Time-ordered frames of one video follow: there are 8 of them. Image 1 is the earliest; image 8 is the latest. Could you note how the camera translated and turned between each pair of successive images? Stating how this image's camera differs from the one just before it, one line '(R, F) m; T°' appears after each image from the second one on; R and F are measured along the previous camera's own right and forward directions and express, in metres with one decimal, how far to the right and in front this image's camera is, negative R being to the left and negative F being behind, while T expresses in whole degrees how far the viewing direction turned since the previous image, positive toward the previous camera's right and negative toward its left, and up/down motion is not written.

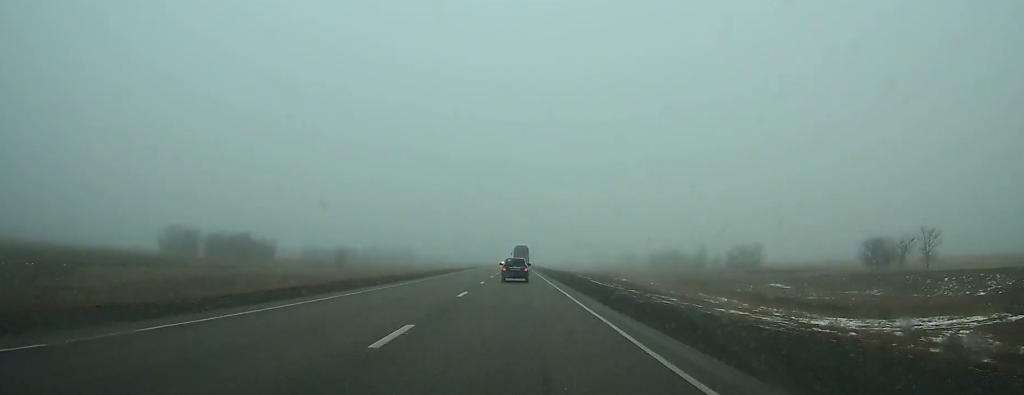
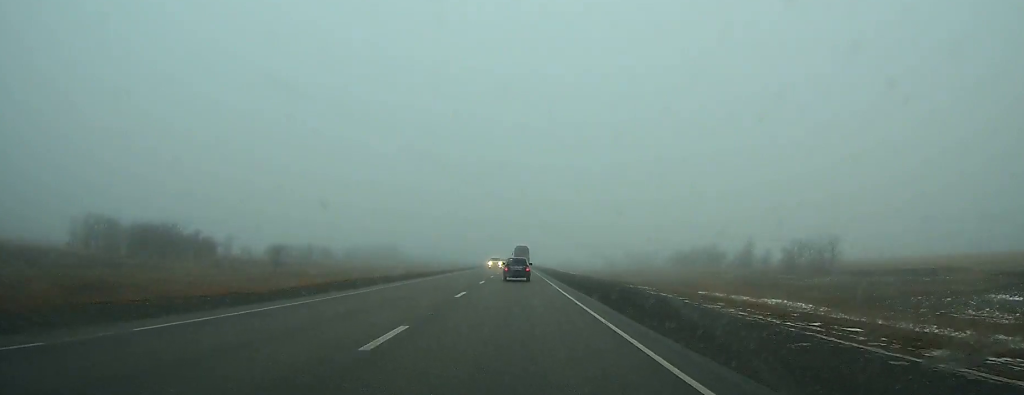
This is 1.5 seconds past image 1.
(-0.1, +38.2) m; 0°
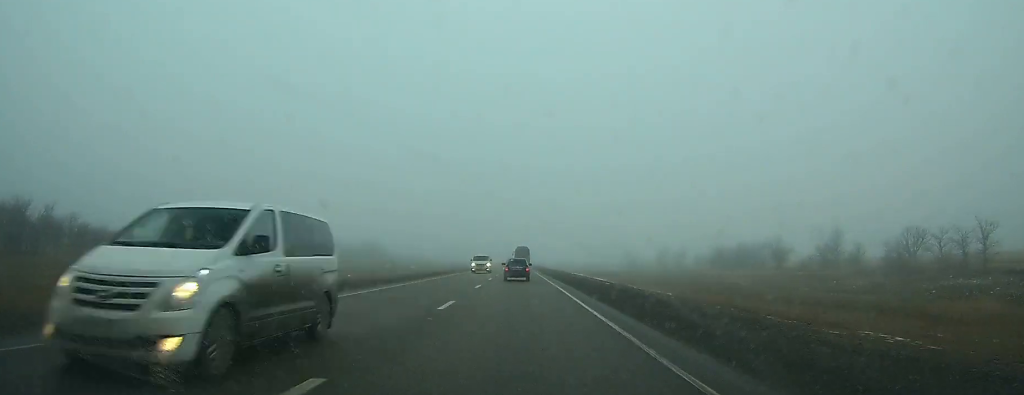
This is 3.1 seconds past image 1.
(-0.1, +41.0) m; 0°
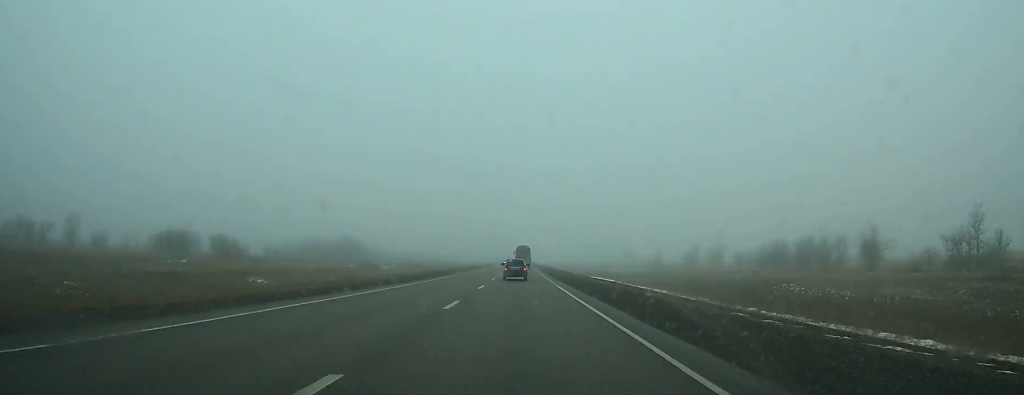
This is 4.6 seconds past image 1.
(0.0, +33.8) m; 0°
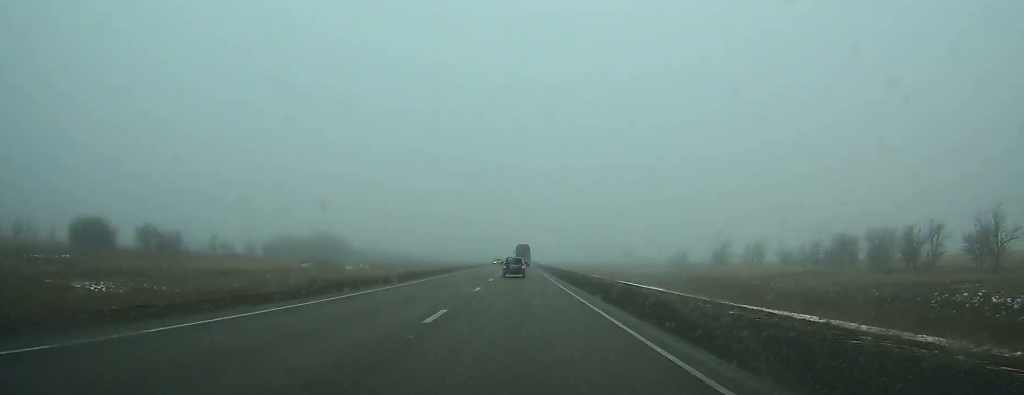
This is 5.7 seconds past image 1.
(0.0, +24.8) m; 0°
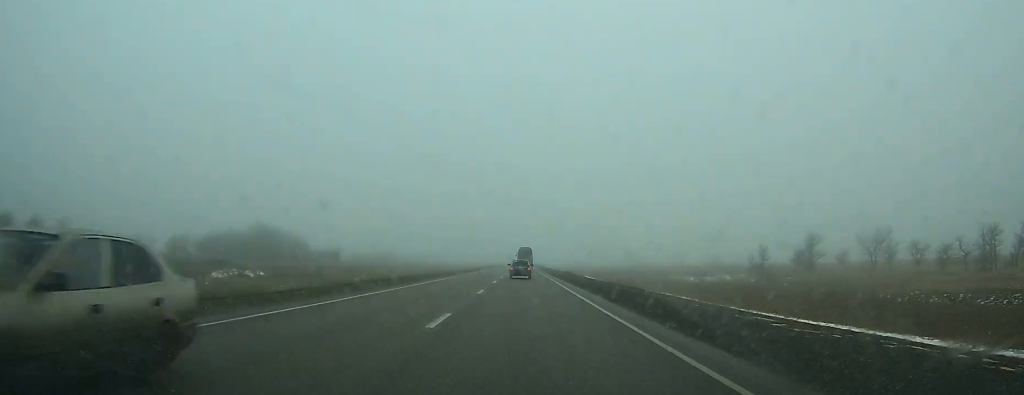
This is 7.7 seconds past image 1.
(0.0, +41.4) m; 0°
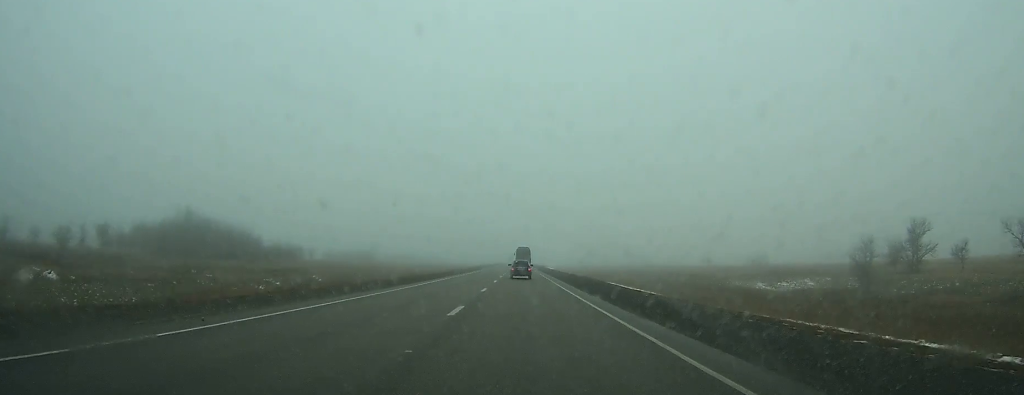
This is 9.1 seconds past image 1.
(0.0, +29.1) m; 0°
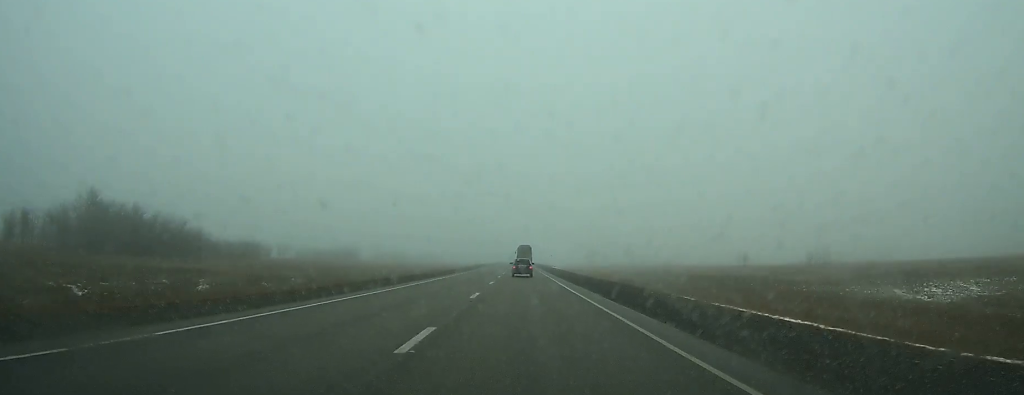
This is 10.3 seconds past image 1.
(0.0, +27.1) m; 0°
